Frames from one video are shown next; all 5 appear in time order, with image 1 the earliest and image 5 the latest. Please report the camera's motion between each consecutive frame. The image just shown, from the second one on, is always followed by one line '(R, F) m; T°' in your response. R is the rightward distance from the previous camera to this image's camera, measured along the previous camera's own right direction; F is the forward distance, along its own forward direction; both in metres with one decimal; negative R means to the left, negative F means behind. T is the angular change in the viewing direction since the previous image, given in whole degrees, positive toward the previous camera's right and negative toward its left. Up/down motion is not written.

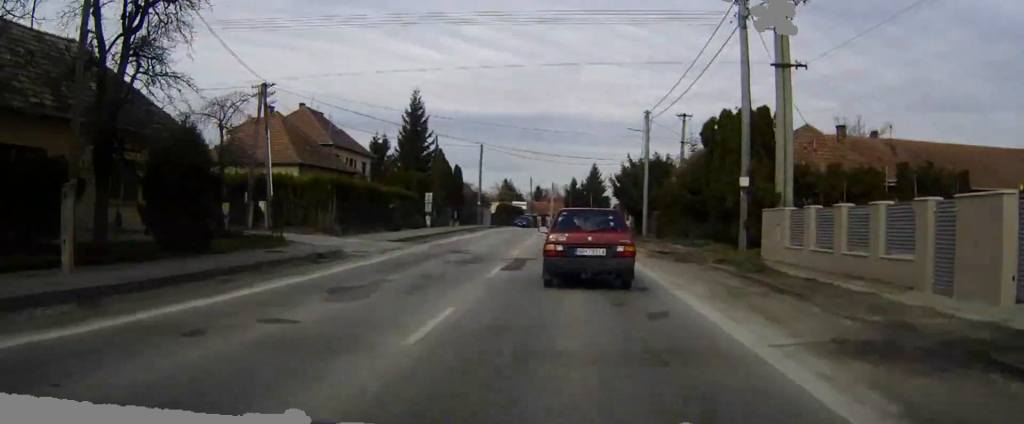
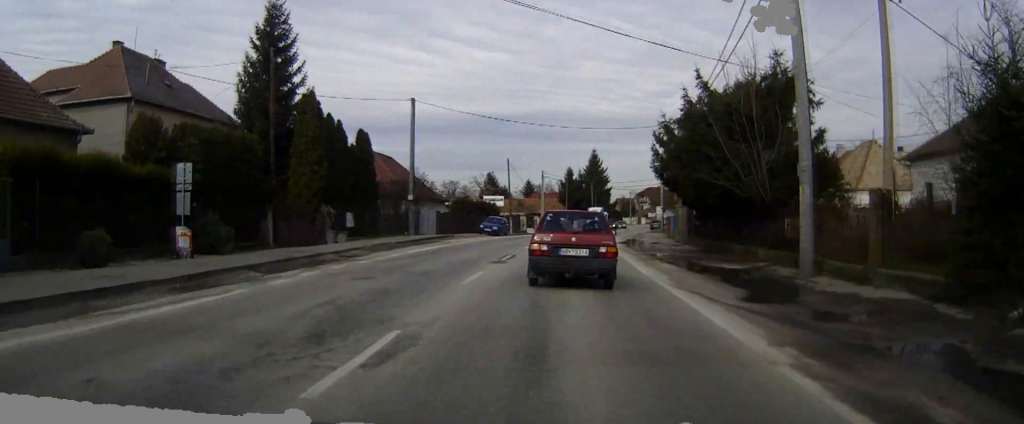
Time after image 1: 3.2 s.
(+2.4, +34.5) m; +4°
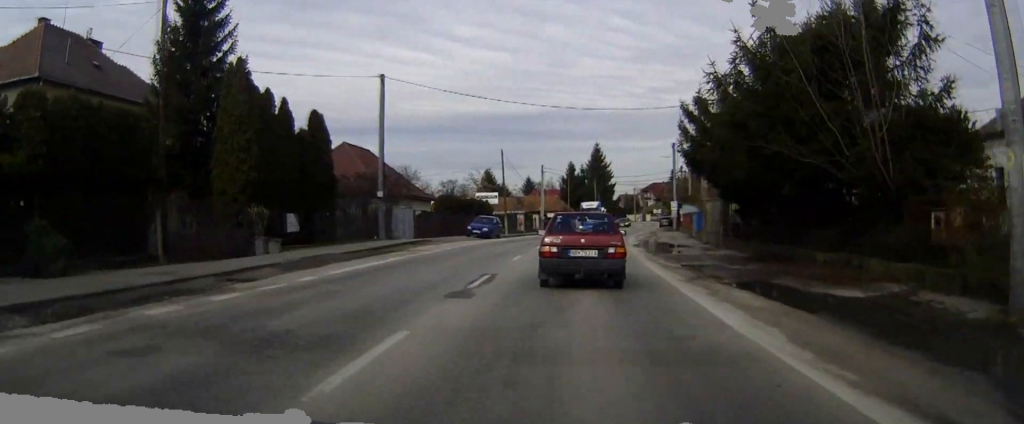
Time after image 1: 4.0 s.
(-0.1, +8.7) m; 0°
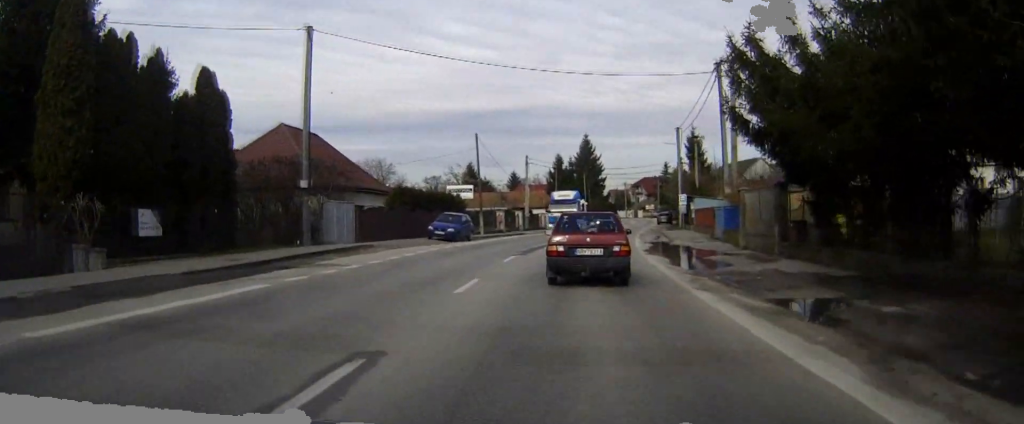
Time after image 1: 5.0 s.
(+0.1, +10.4) m; +2°
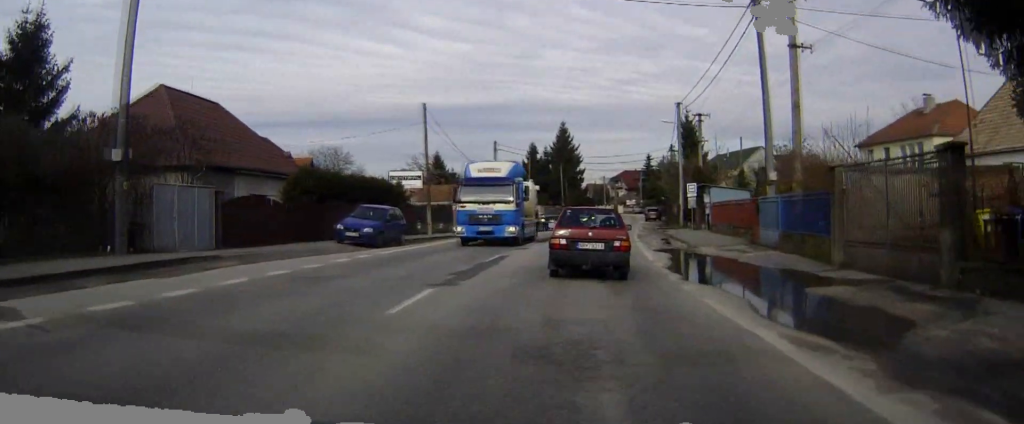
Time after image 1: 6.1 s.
(+0.3, +12.3) m; +2°
